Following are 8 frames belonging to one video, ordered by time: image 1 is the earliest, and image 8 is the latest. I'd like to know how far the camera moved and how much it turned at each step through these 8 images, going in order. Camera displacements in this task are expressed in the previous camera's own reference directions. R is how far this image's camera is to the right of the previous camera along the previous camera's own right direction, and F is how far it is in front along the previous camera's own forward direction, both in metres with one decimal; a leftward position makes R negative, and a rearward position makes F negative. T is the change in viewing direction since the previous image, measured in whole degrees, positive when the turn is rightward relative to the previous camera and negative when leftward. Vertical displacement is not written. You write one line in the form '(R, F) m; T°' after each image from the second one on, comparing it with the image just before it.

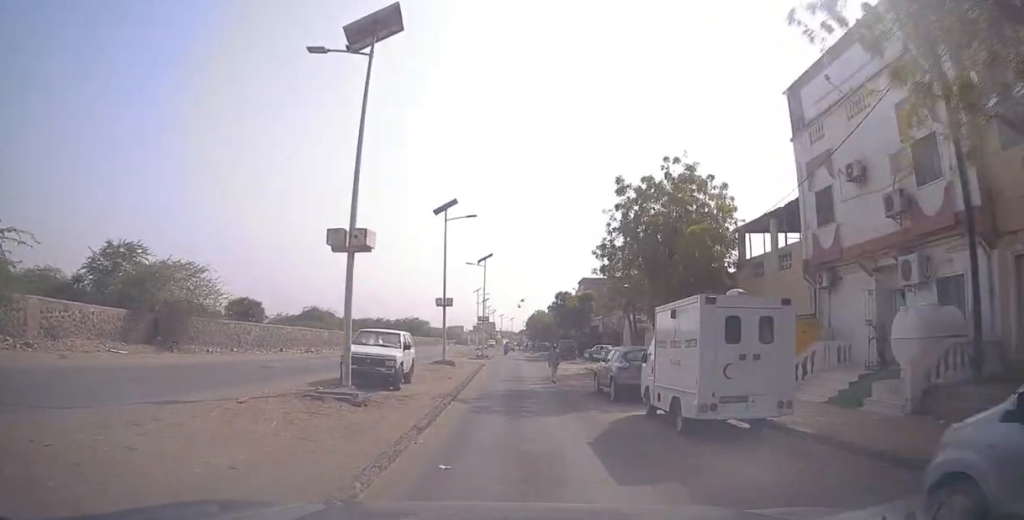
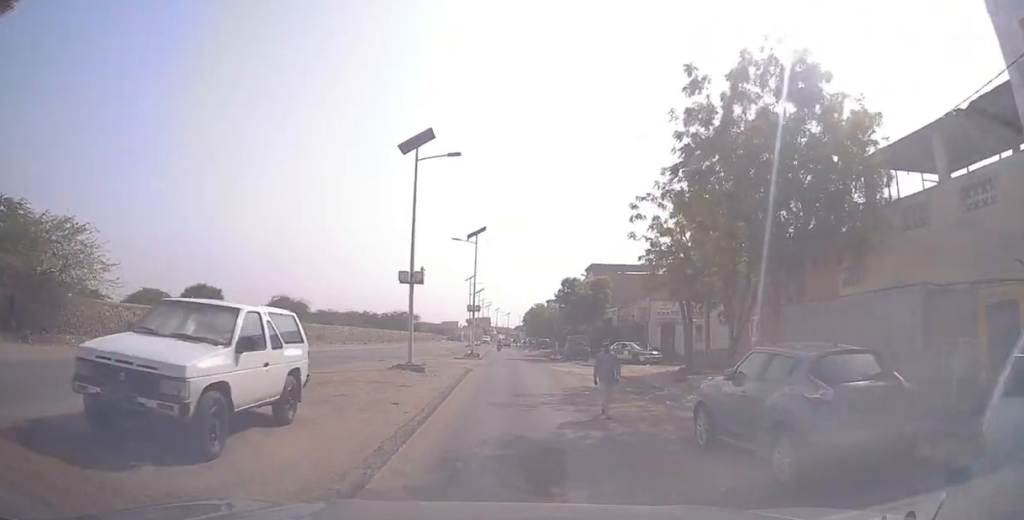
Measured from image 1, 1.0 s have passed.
(+0.3, +10.8) m; +2°
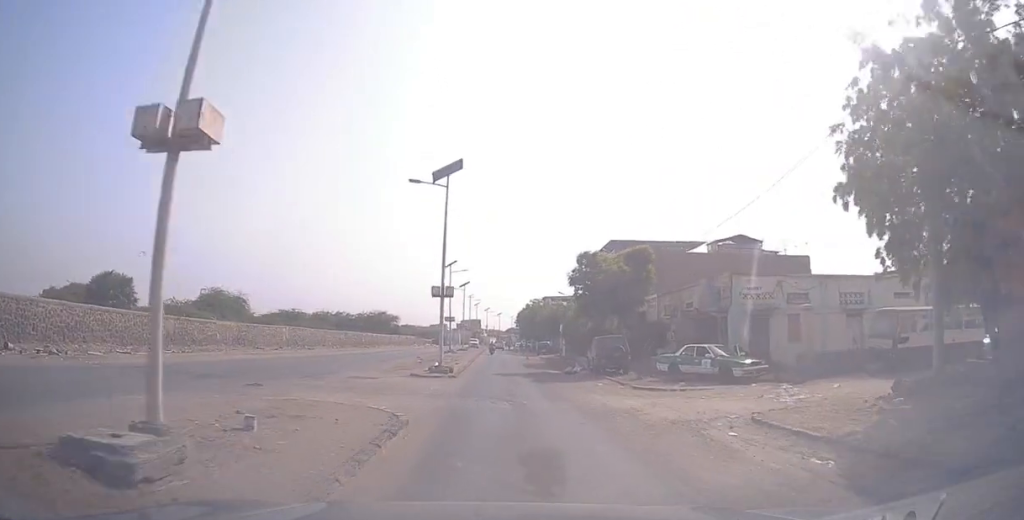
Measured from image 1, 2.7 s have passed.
(0.0, +16.7) m; 0°
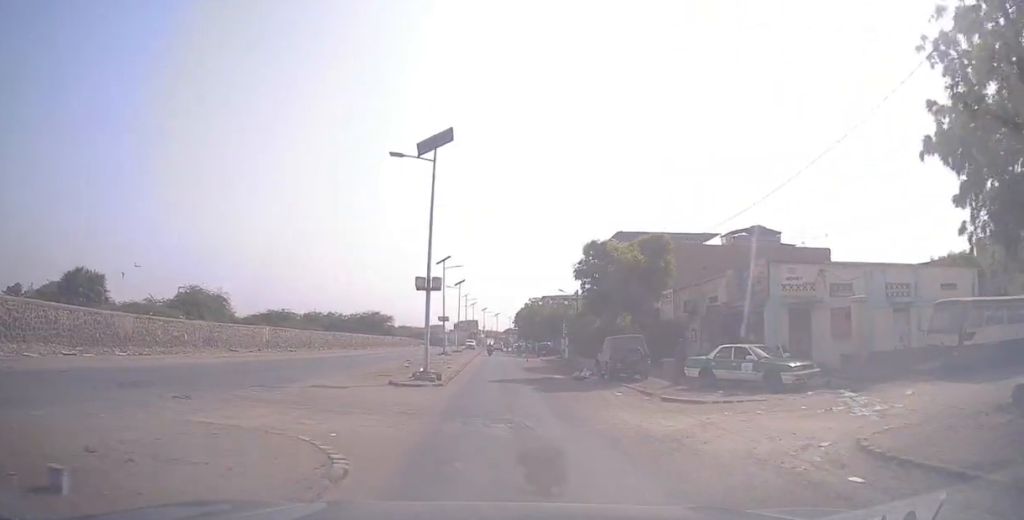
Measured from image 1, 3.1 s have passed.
(+0.1, +4.1) m; 0°
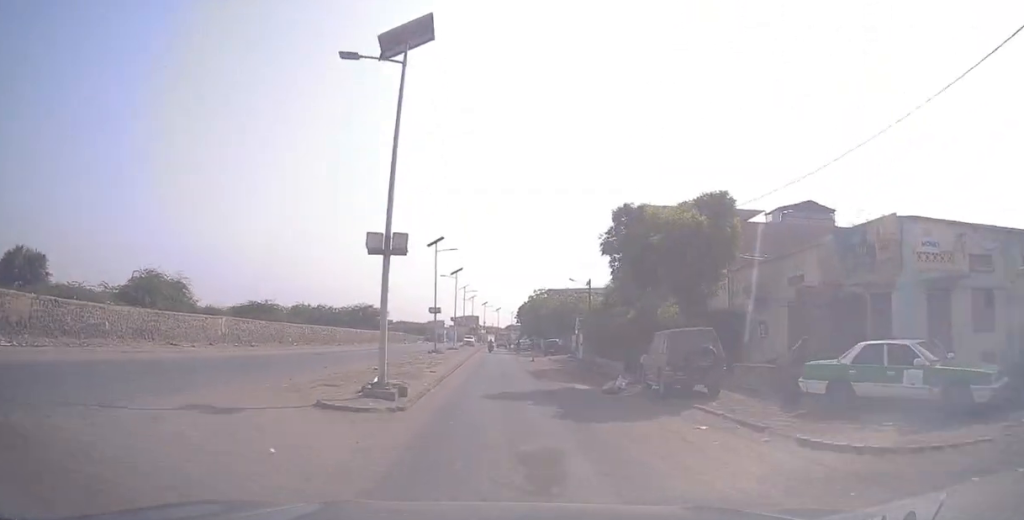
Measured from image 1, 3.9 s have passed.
(-0.1, +8.2) m; -1°
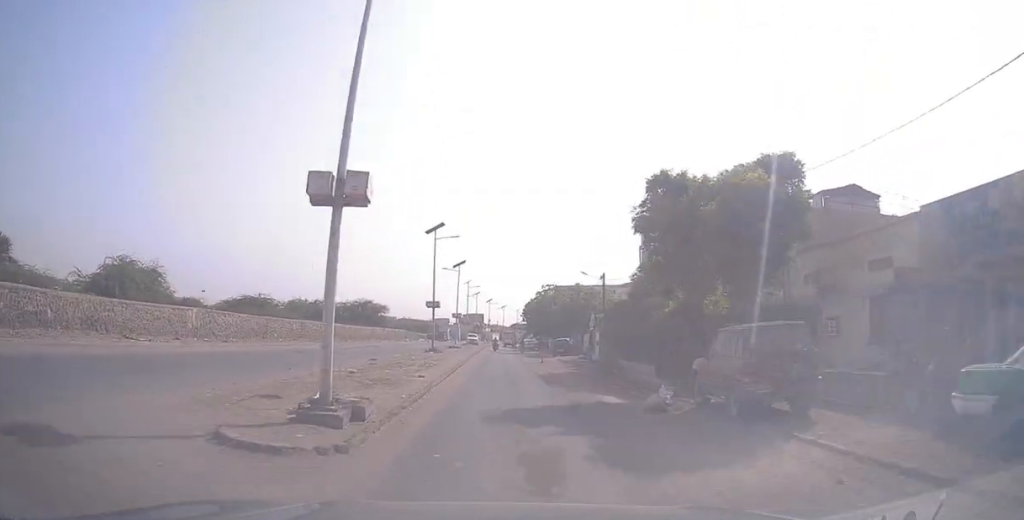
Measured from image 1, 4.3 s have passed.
(0.0, +4.8) m; 0°
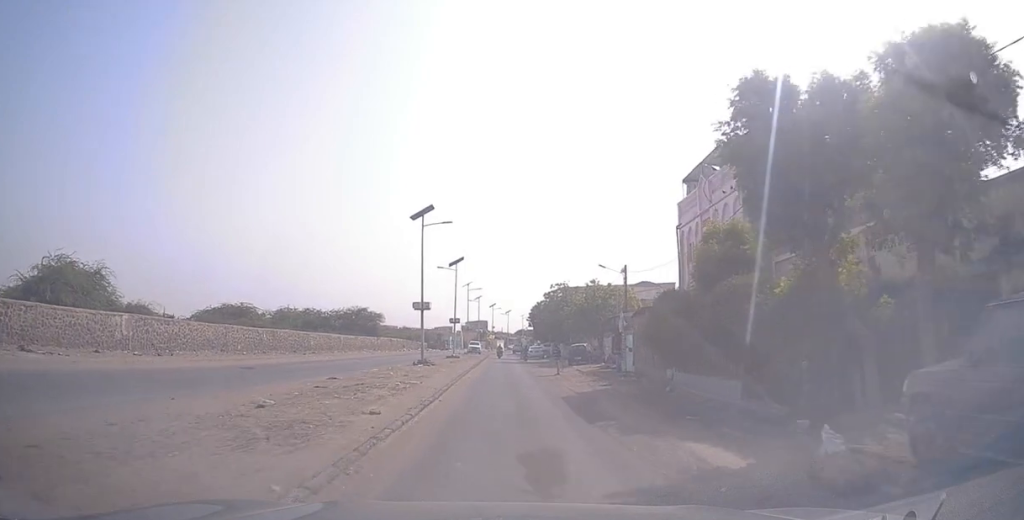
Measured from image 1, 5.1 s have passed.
(0.0, +8.1) m; -1°
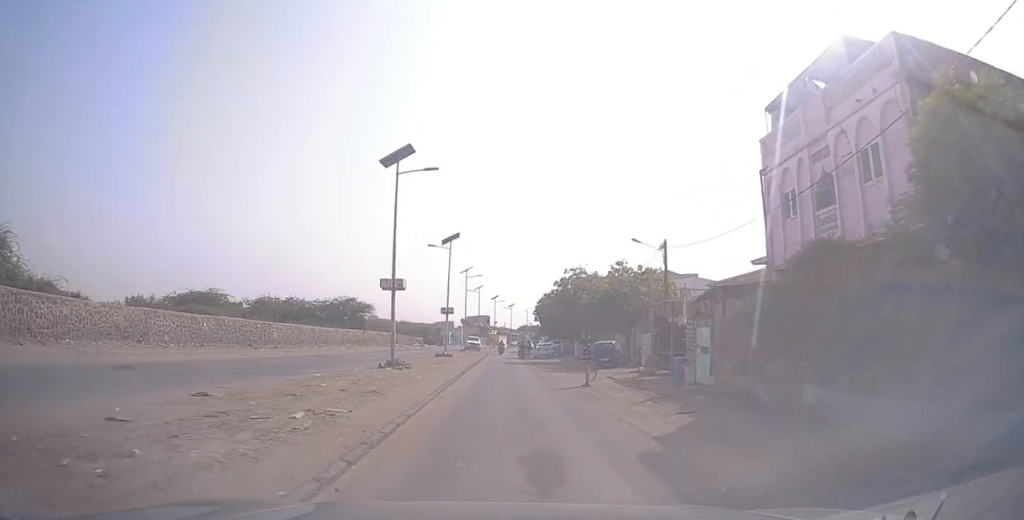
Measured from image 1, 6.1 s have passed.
(-0.1, +10.4) m; +1°
